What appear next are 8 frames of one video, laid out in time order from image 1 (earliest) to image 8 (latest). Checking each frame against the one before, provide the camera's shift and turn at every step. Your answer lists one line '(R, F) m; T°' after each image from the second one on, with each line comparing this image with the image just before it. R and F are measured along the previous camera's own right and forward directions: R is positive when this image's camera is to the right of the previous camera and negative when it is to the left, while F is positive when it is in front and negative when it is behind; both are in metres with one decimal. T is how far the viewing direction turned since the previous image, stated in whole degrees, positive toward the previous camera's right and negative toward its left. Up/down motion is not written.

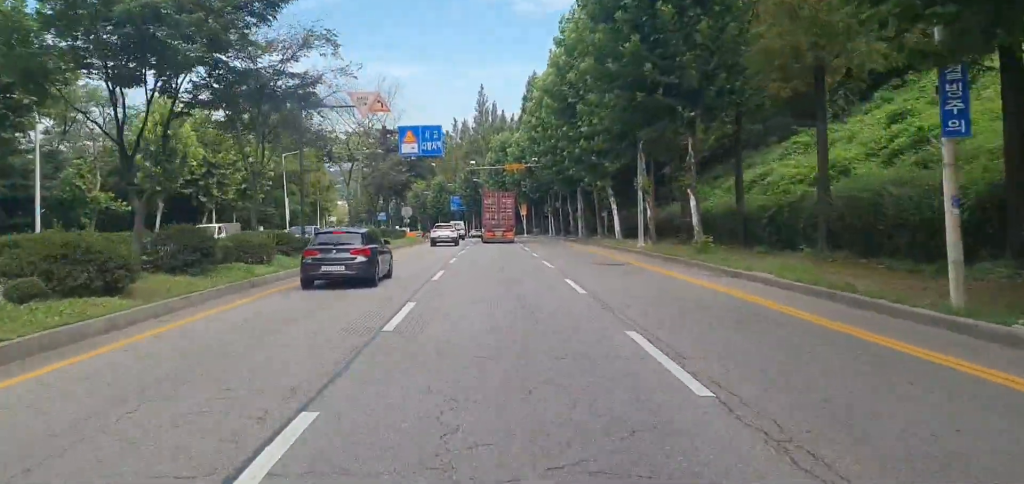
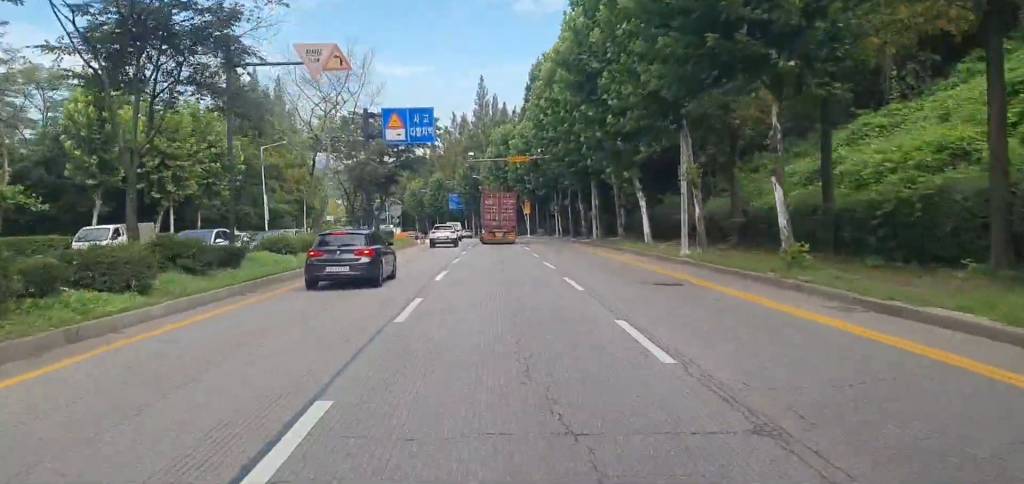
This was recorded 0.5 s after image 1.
(0.0, +8.2) m; 0°
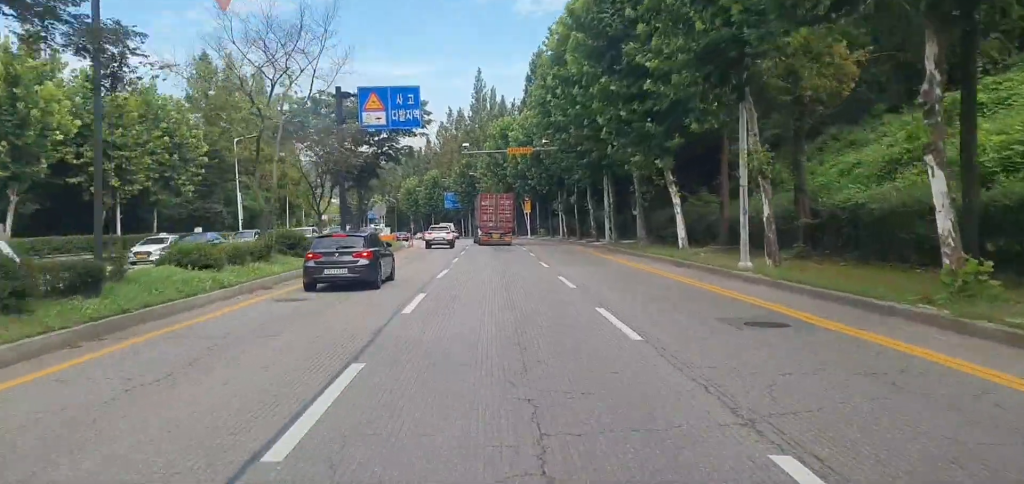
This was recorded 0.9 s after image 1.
(0.0, +7.1) m; 0°
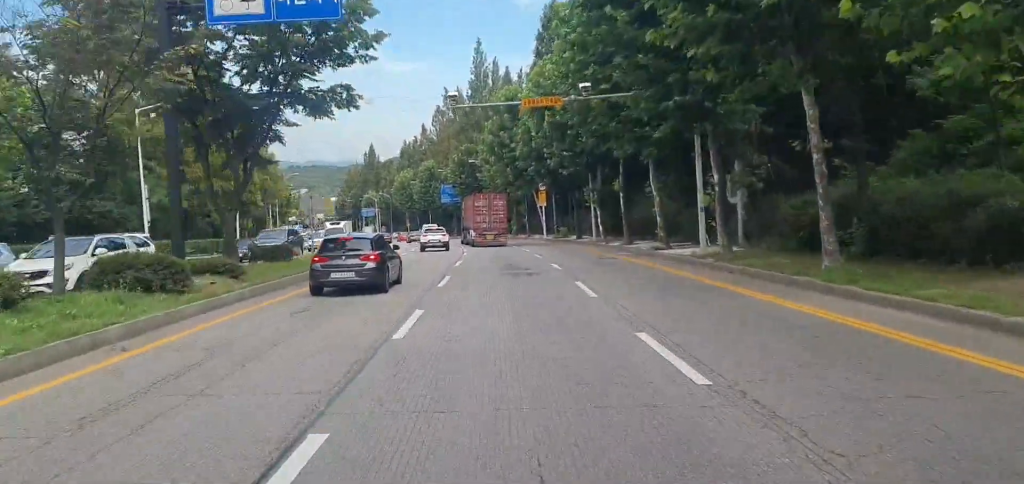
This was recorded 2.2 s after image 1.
(-0.2, +19.9) m; -1°
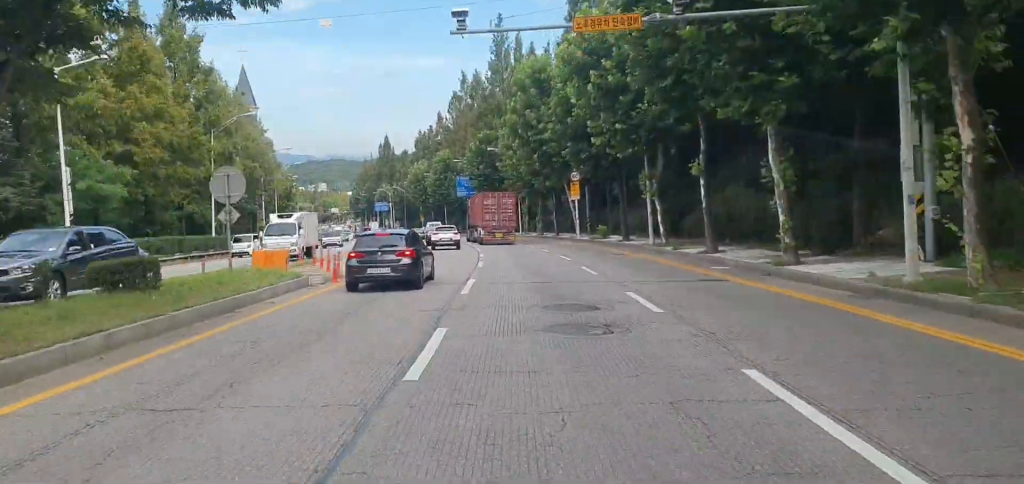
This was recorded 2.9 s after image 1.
(-0.1, +11.8) m; -2°
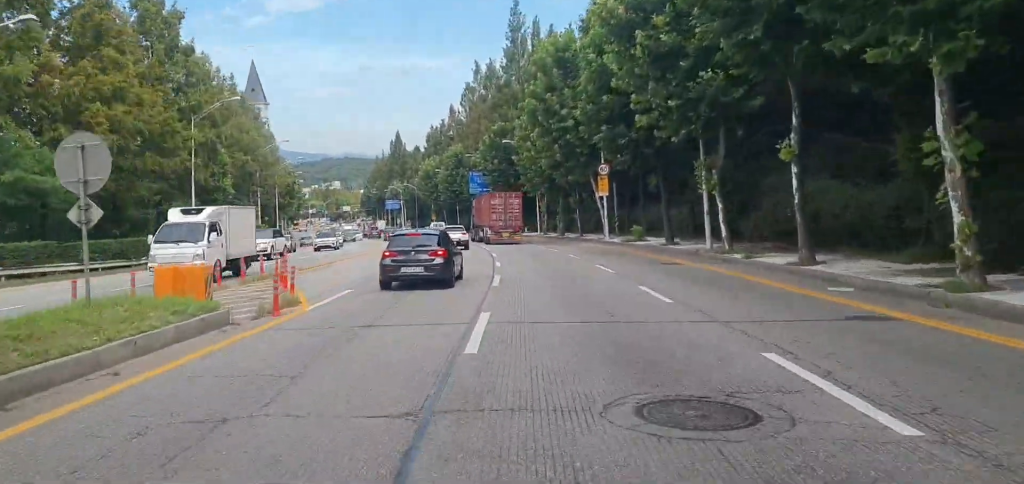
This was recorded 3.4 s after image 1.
(-0.1, +7.4) m; -1°
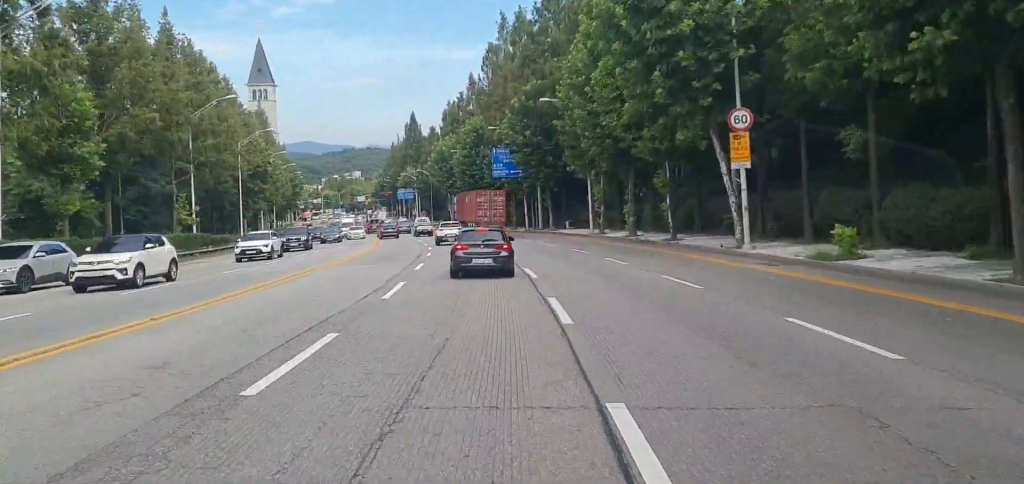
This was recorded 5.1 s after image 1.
(-0.5, +24.6) m; -2°
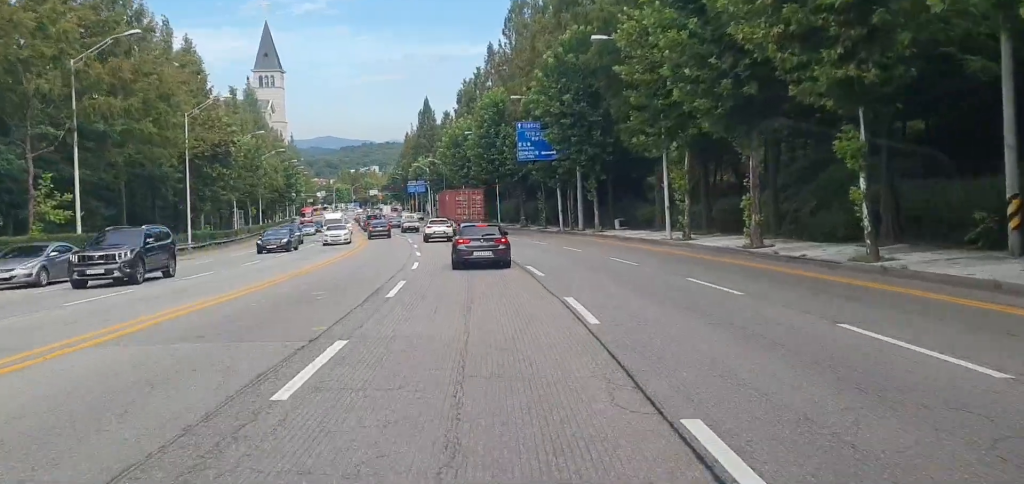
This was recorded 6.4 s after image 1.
(-0.4, +18.9) m; -1°
